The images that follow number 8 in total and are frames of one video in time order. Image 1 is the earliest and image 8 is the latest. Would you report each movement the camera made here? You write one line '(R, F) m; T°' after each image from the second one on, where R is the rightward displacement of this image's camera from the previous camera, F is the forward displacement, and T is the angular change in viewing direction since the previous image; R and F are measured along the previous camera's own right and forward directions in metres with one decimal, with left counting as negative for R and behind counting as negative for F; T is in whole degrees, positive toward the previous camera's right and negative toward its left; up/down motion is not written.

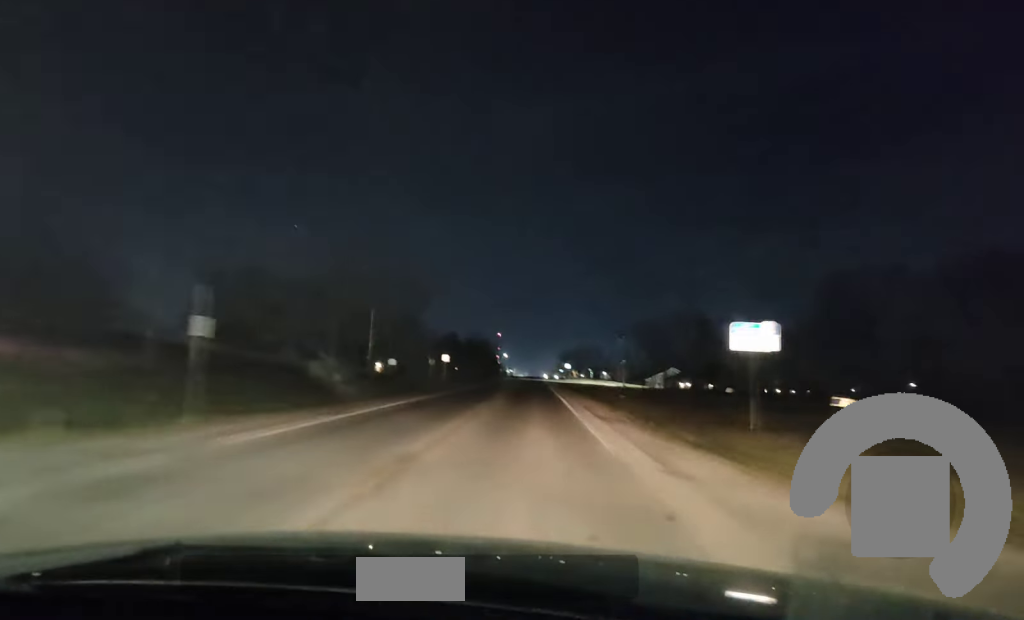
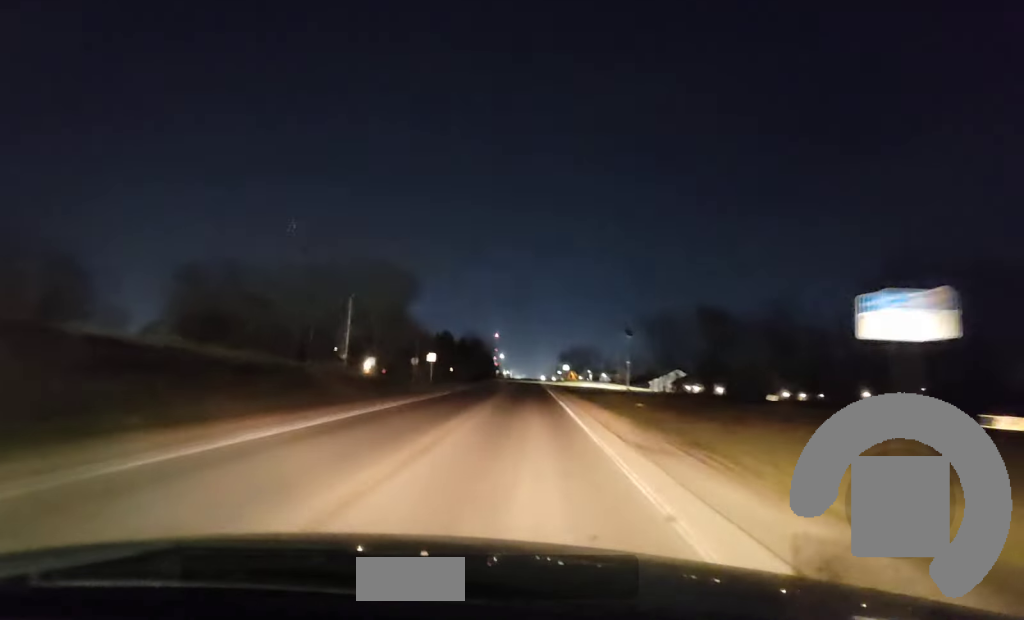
(-0.1, +11.5) m; 0°
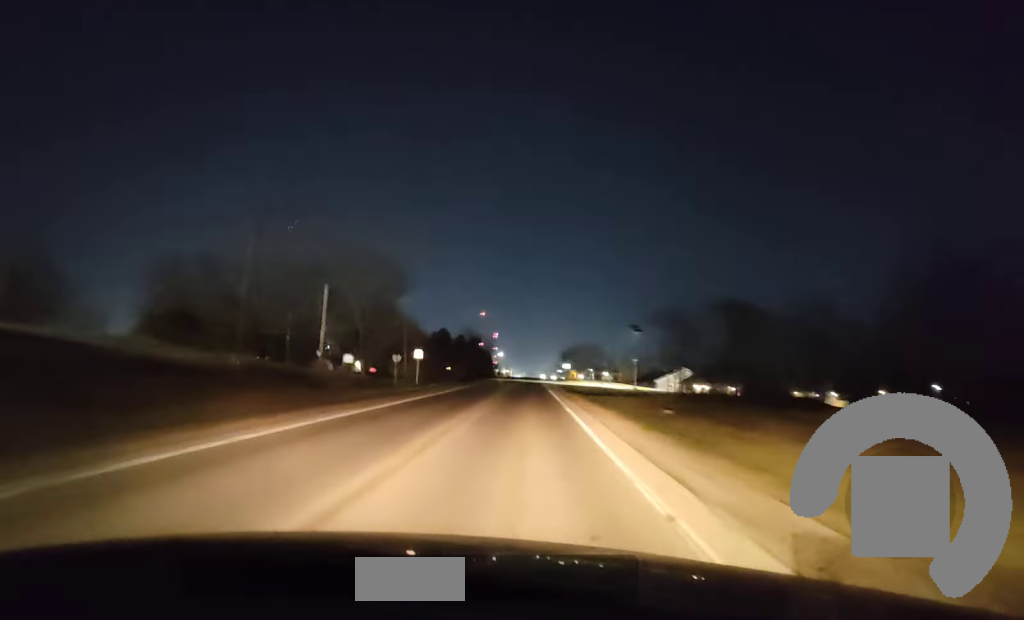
(0.0, +10.7) m; +1°
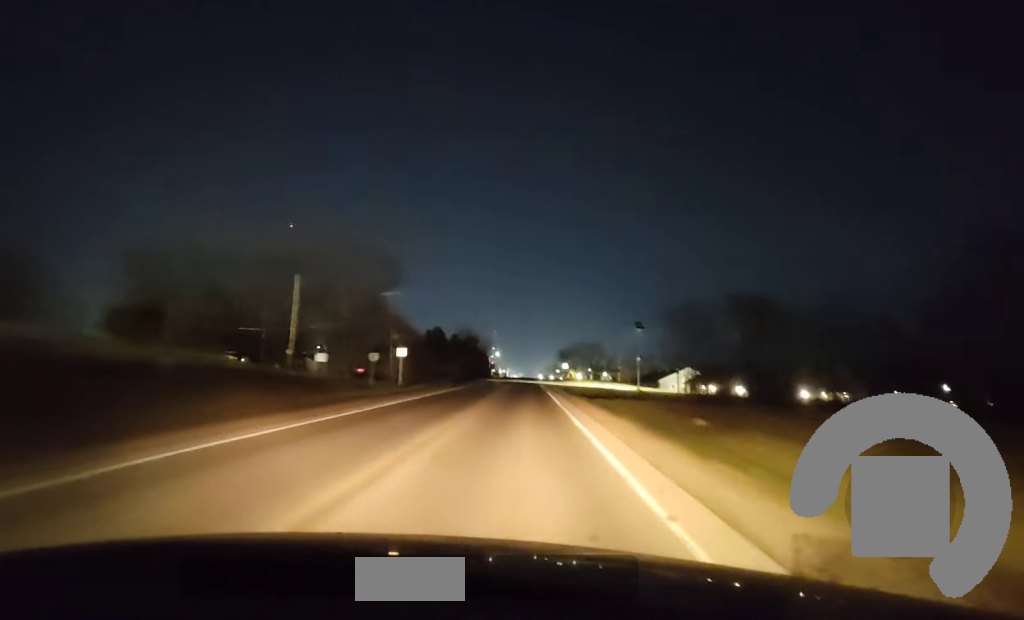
(-0.1, +7.4) m; 0°
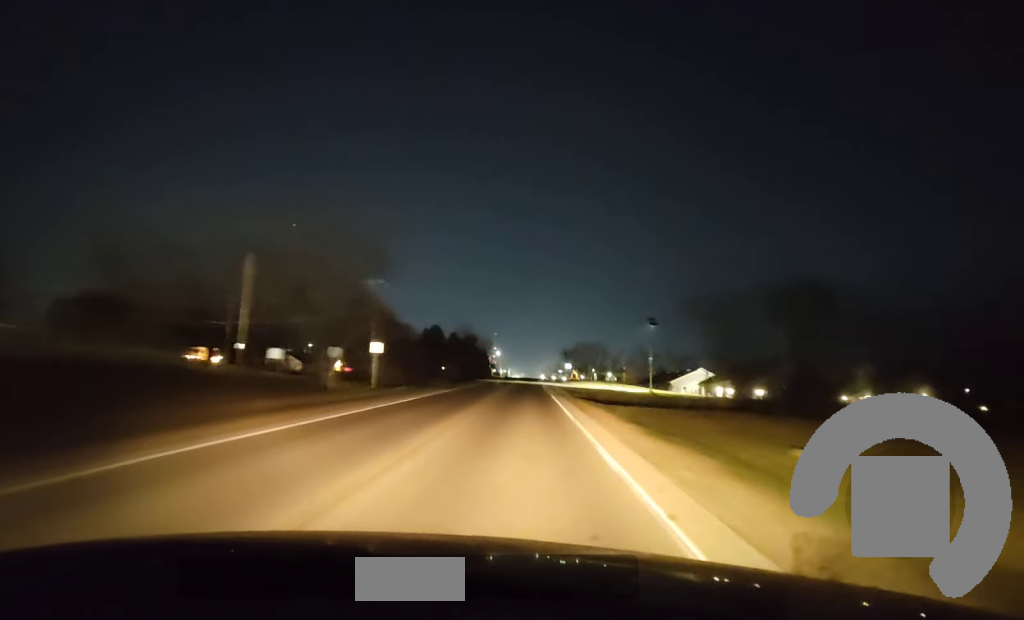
(+0.2, +11.7) m; 0°
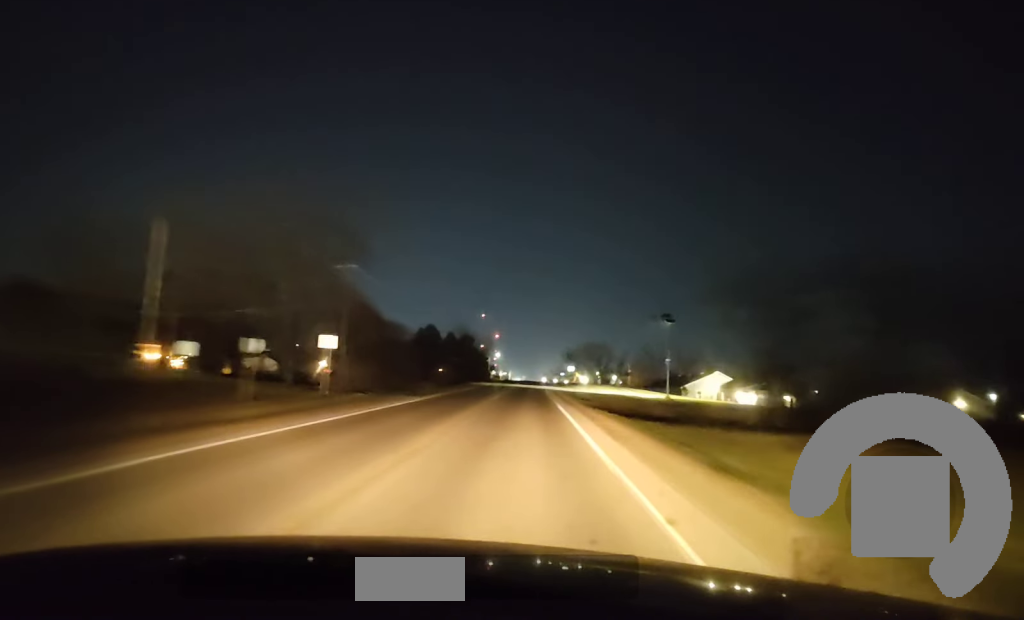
(0.0, +14.3) m; 0°
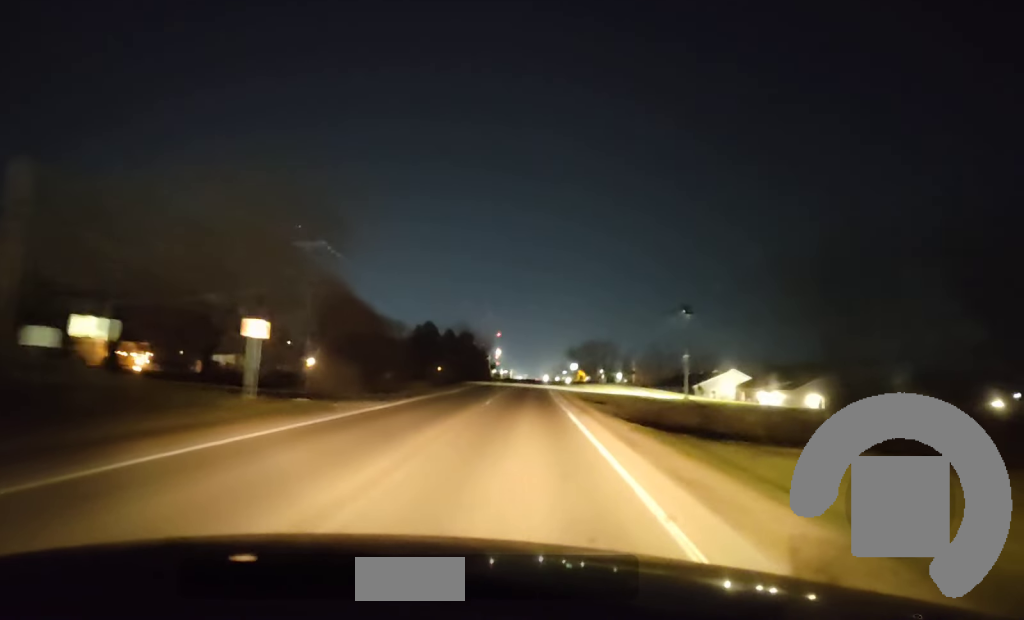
(0.0, +11.0) m; 0°
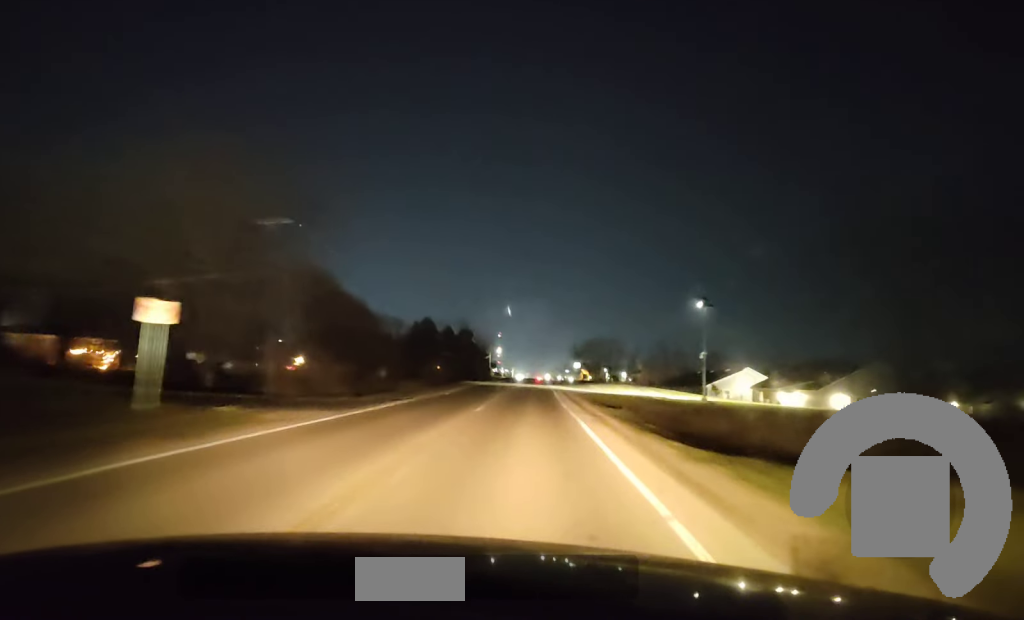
(0.0, +8.5) m; 0°
